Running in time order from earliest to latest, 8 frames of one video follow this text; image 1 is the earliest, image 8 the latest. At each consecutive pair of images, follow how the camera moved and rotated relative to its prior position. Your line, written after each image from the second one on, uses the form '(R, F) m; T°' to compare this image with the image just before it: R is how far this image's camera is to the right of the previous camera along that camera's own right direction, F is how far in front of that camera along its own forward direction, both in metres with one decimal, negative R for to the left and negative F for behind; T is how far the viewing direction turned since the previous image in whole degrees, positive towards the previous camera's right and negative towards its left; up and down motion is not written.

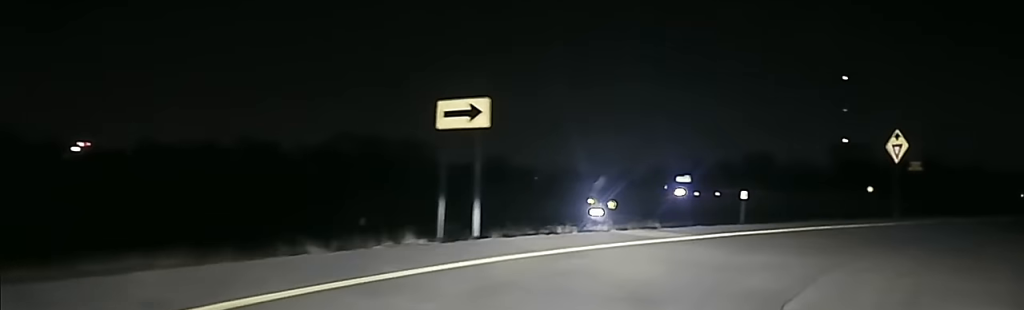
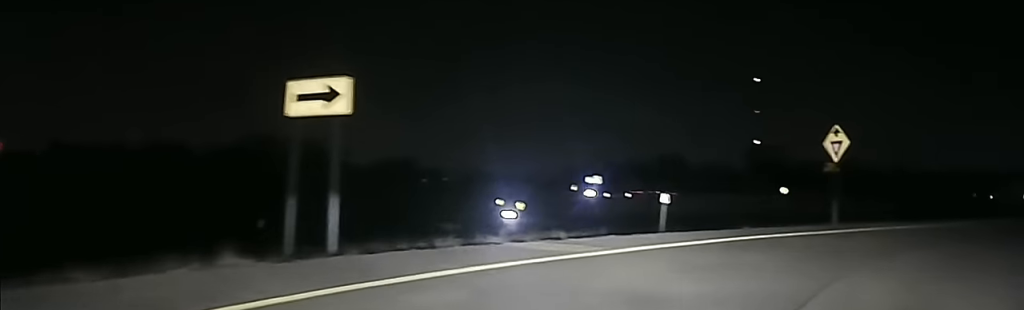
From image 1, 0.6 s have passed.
(+0.2, +3.8) m; +5°
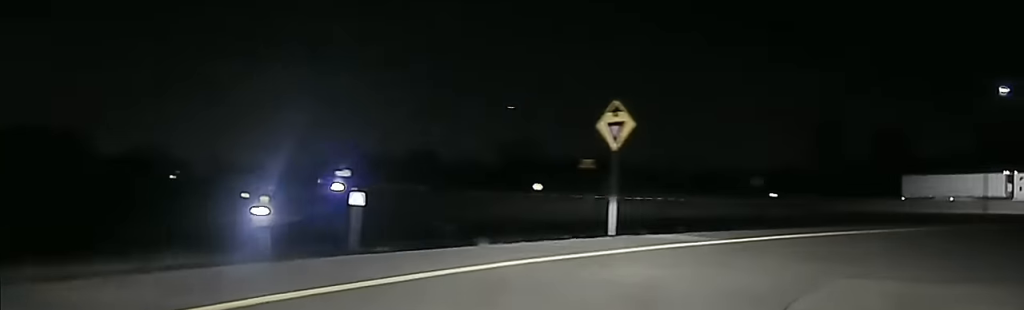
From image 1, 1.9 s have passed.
(+0.8, +8.2) m; +14°
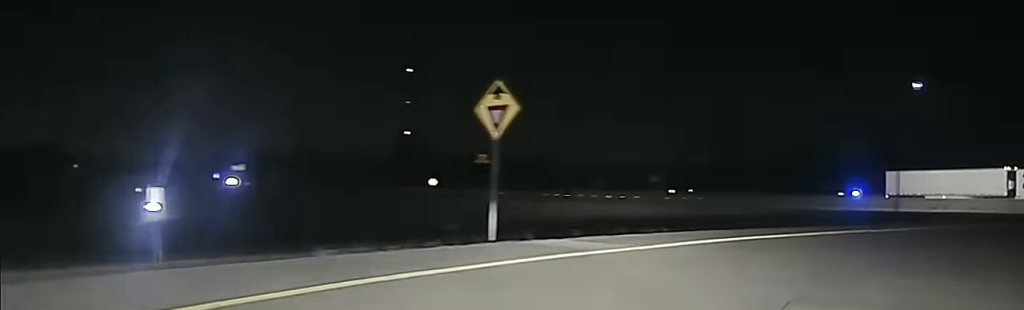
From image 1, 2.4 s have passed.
(+0.1, +3.4) m; +8°
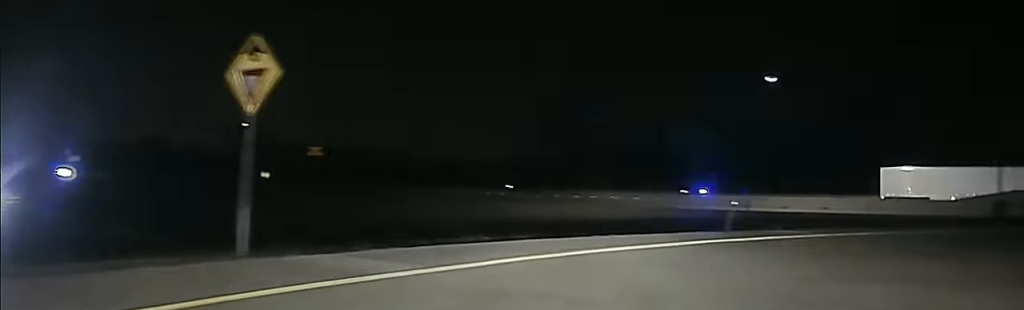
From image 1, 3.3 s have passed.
(+0.7, +4.7) m; +8°
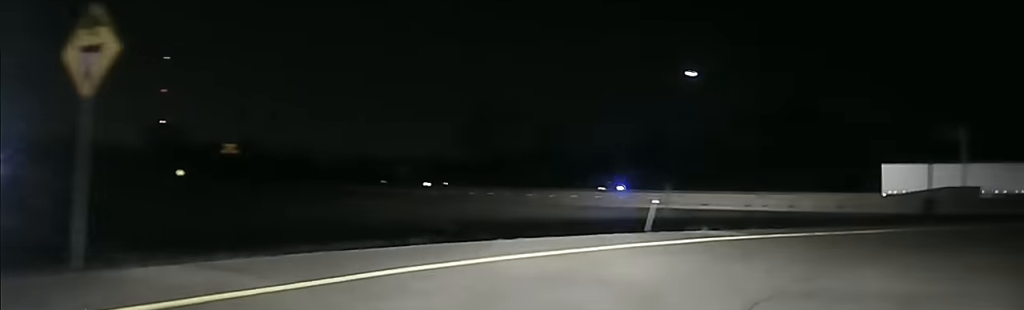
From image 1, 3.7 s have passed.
(0.0, +2.1) m; +3°
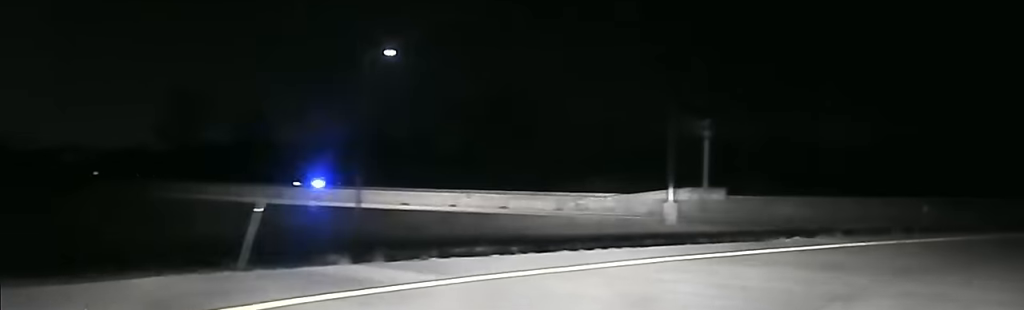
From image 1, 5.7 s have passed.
(+1.6, +10.2) m; +19°
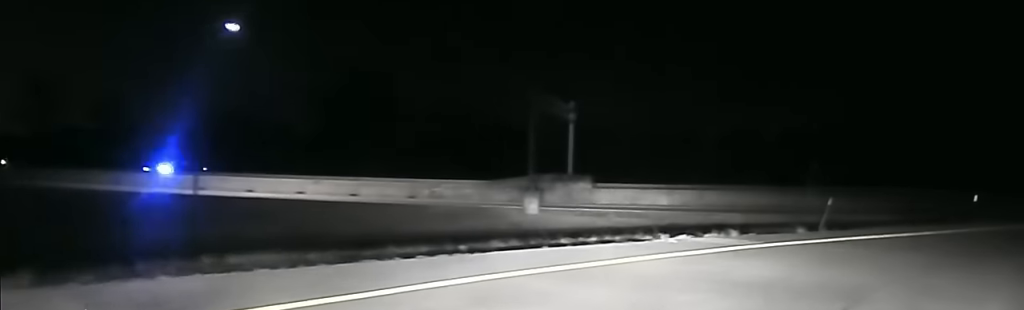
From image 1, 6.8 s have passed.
(+0.4, +5.5) m; +9°
